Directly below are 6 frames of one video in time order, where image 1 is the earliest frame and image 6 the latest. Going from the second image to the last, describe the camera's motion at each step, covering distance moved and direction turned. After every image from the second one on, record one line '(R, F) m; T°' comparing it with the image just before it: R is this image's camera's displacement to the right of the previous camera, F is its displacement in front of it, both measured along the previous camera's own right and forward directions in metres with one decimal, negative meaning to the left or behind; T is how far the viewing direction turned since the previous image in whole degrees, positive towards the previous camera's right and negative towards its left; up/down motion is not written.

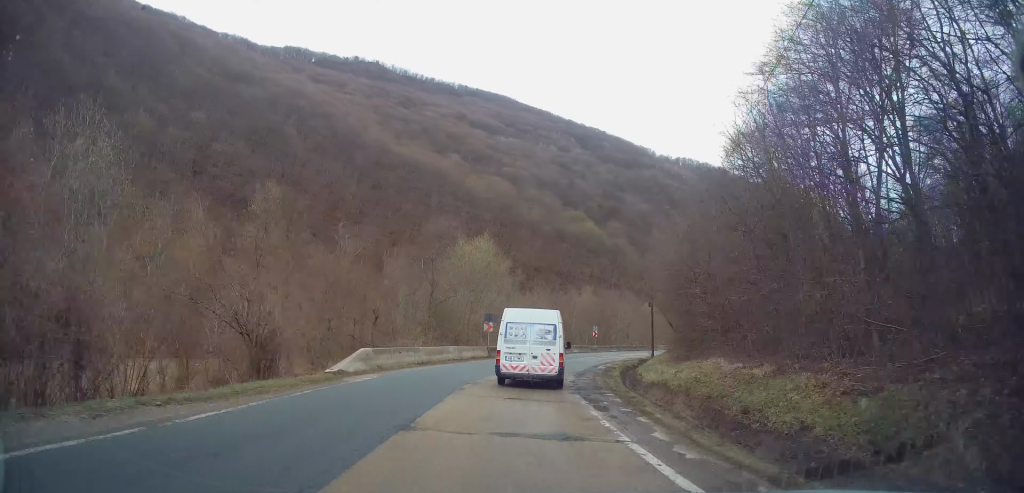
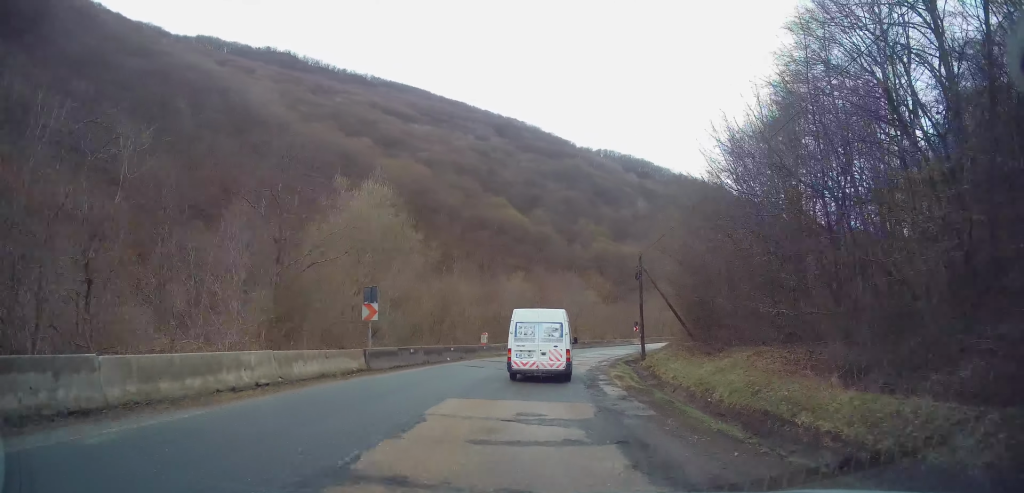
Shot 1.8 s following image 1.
(+1.2, +18.6) m; +9°
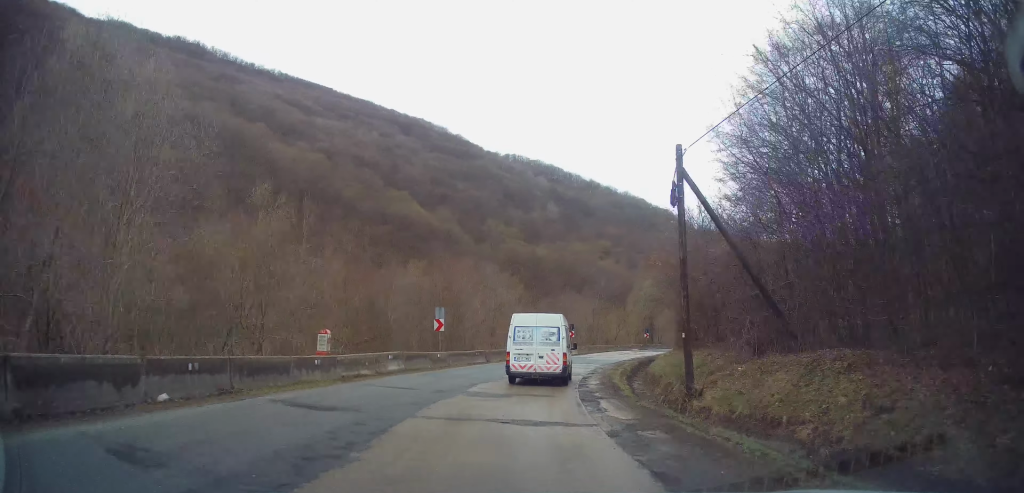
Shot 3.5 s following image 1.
(+1.7, +19.0) m; +10°
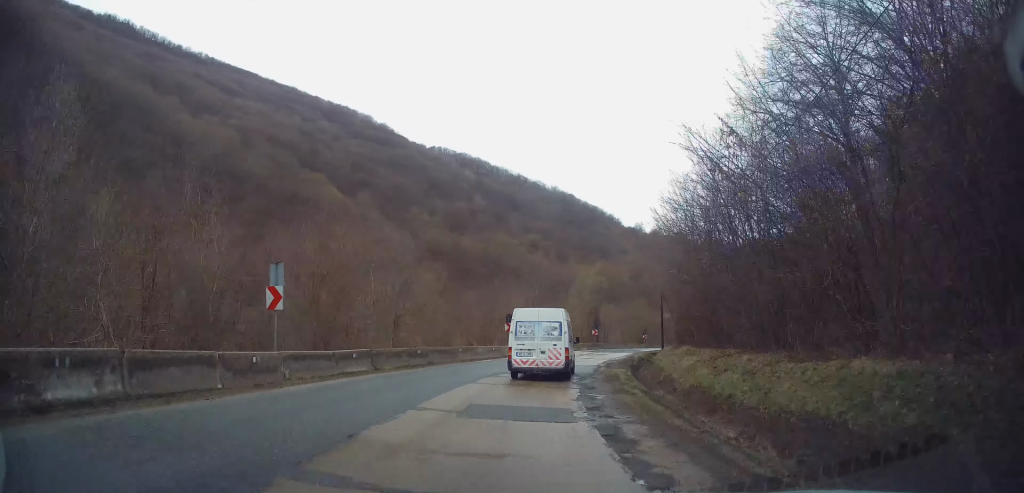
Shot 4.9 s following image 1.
(+1.2, +14.7) m; +9°
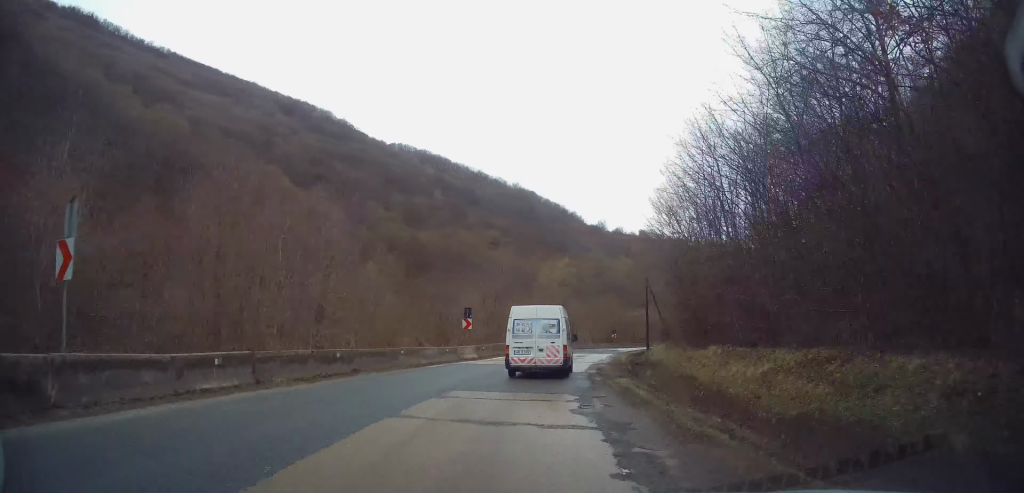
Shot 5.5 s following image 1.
(+0.3, +7.1) m; +5°
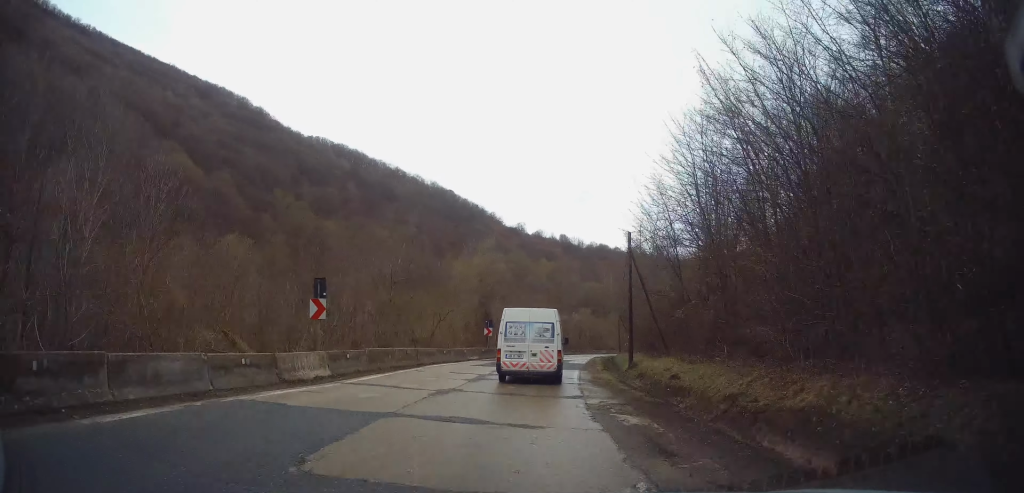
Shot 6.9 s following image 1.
(+1.3, +16.0) m; +8°
